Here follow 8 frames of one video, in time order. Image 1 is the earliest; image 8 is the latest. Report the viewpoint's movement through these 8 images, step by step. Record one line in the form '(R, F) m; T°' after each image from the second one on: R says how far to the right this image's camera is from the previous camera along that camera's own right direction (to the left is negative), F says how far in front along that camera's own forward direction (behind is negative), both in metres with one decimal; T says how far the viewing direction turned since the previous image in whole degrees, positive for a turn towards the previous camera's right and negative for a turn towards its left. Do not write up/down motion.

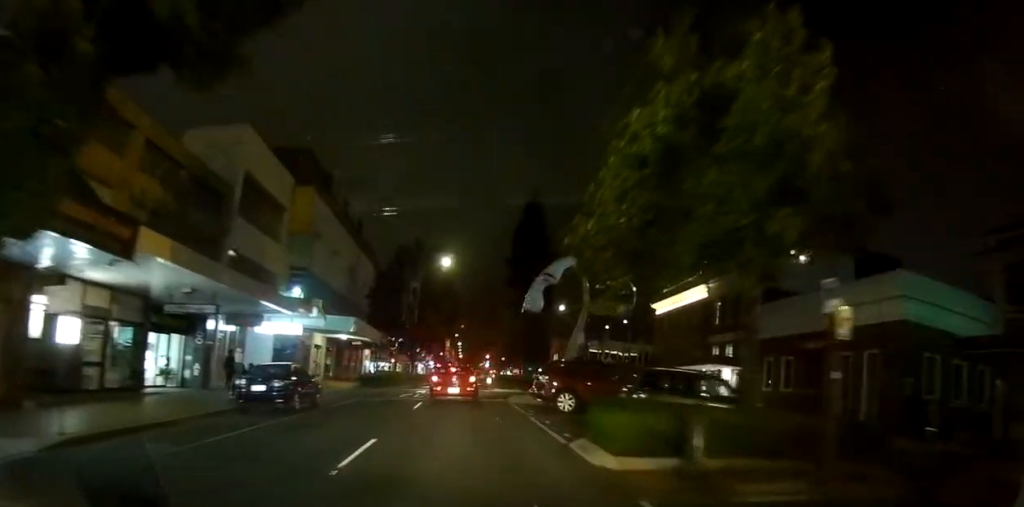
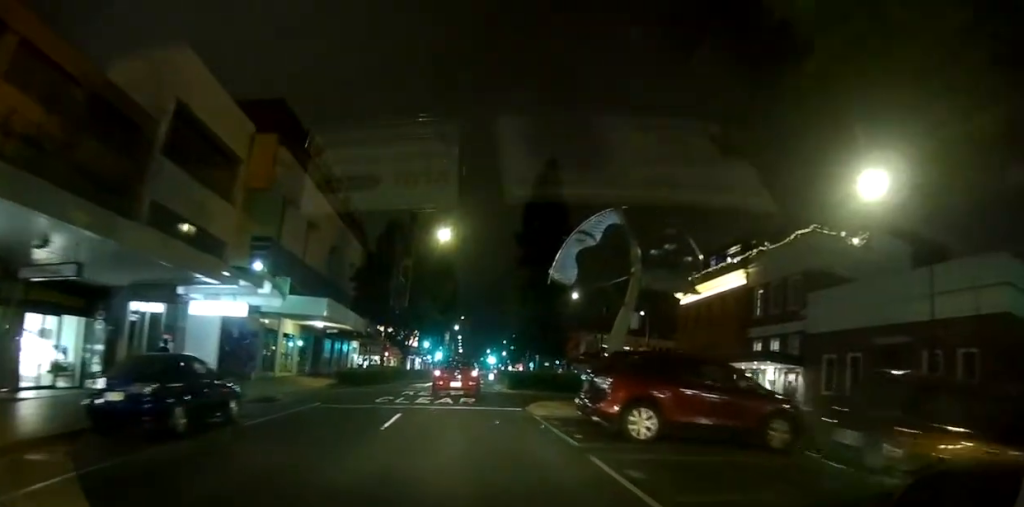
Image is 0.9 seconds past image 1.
(0.0, +8.3) m; +1°
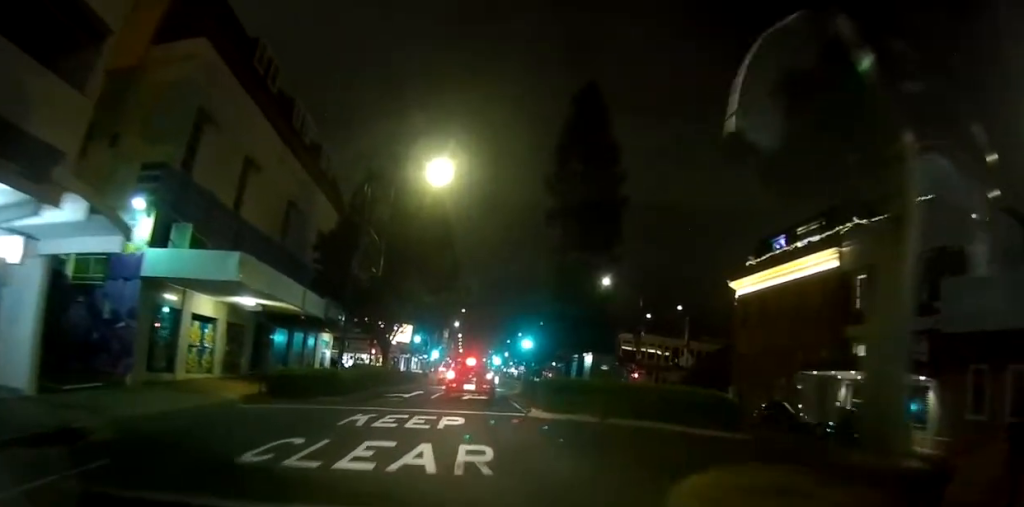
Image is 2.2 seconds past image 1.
(+0.5, +12.7) m; +3°
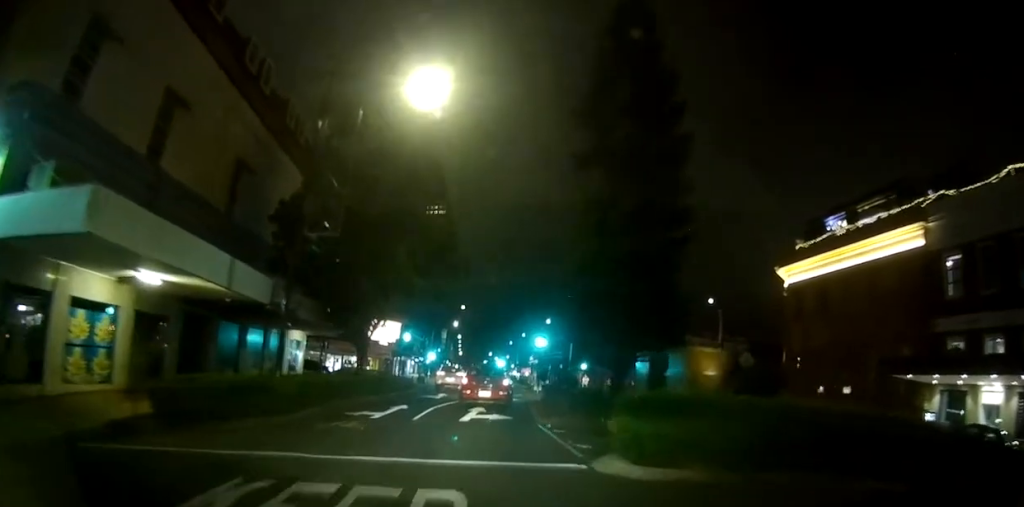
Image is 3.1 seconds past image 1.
(0.0, +8.0) m; 0°
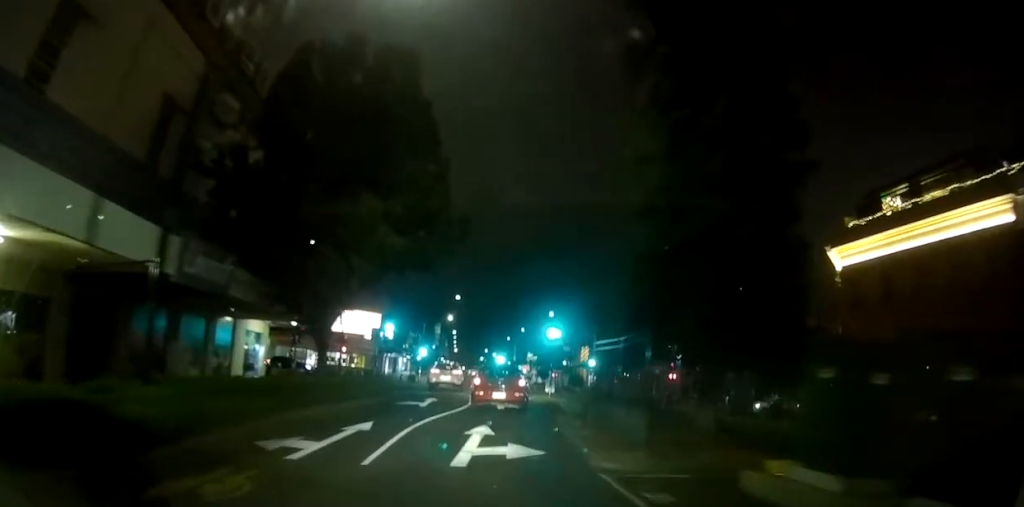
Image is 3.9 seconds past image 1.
(-0.2, +6.7) m; +1°
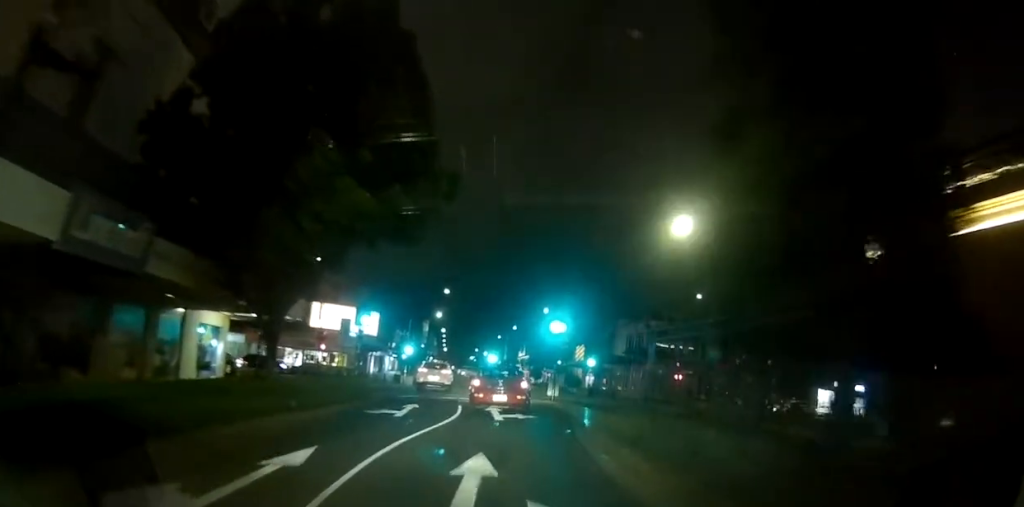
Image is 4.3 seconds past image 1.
(+0.2, +4.4) m; +1°
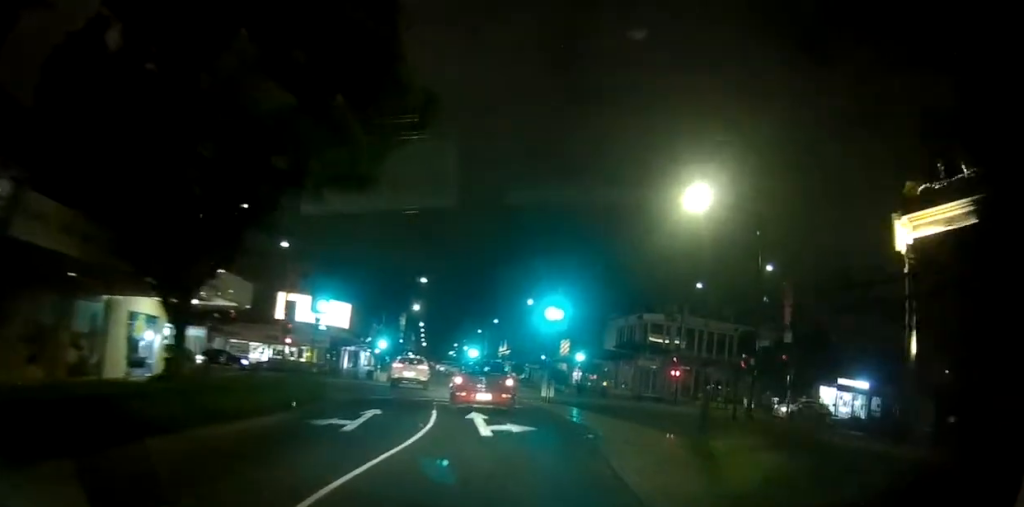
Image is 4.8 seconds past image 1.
(+0.1, +4.2) m; +1°
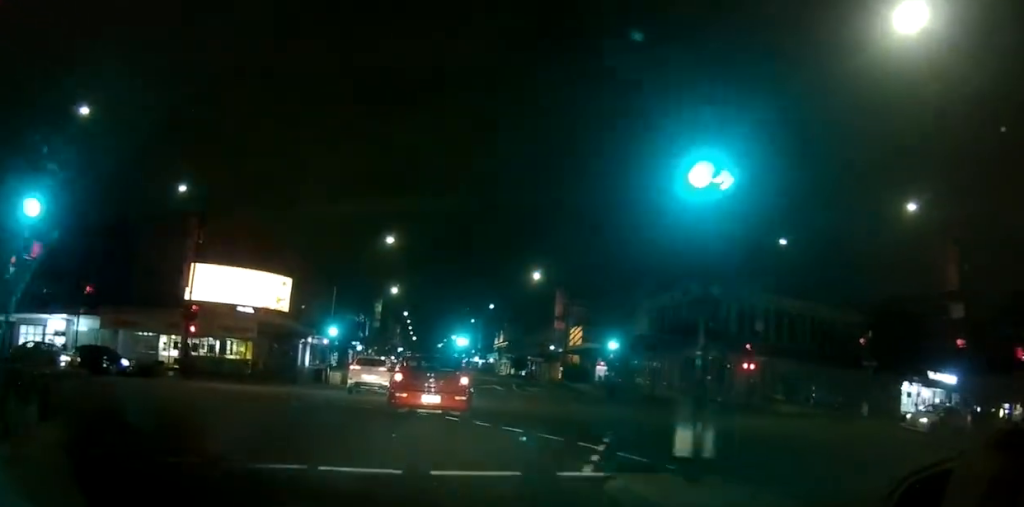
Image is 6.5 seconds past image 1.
(-0.2, +16.4) m; -1°
